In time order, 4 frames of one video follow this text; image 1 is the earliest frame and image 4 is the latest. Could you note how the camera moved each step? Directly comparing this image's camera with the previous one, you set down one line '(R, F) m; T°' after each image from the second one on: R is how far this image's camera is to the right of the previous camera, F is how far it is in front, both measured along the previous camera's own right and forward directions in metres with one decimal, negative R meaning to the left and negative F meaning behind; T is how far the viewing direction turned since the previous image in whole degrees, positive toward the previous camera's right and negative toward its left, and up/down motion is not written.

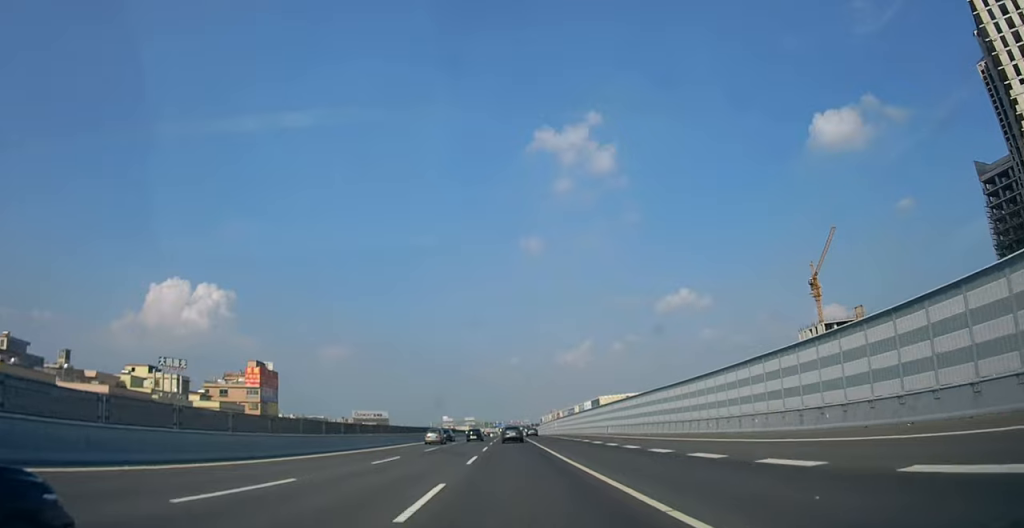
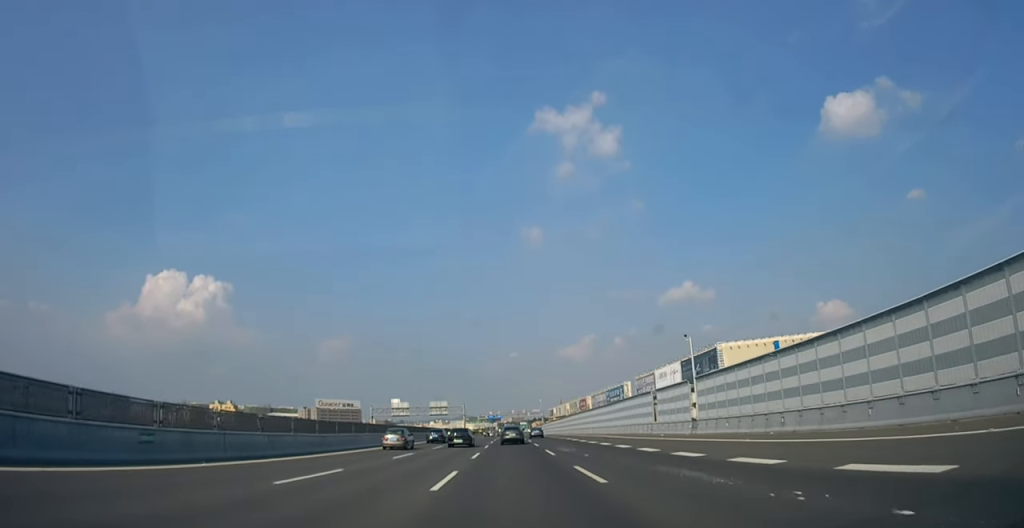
(0.0, +141.8) m; 0°
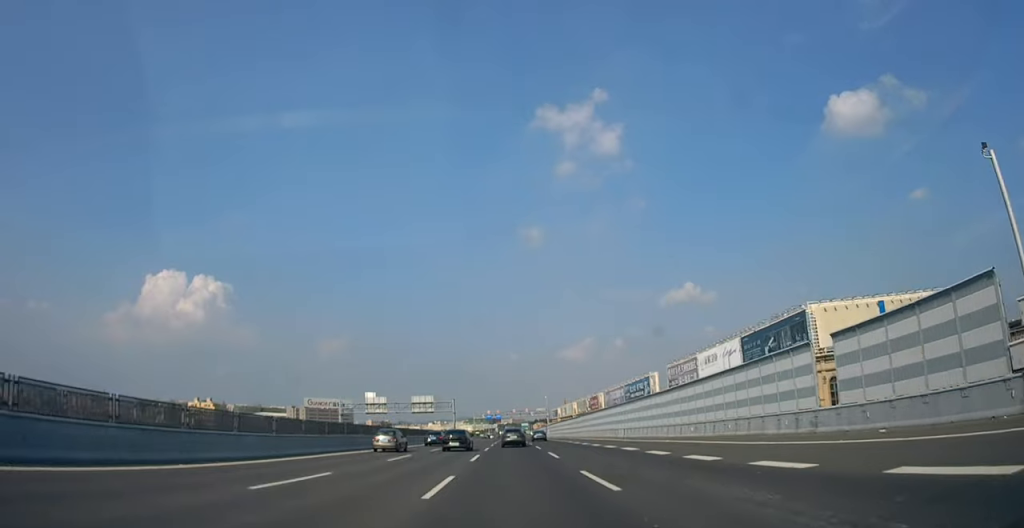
(+0.1, +34.5) m; 0°
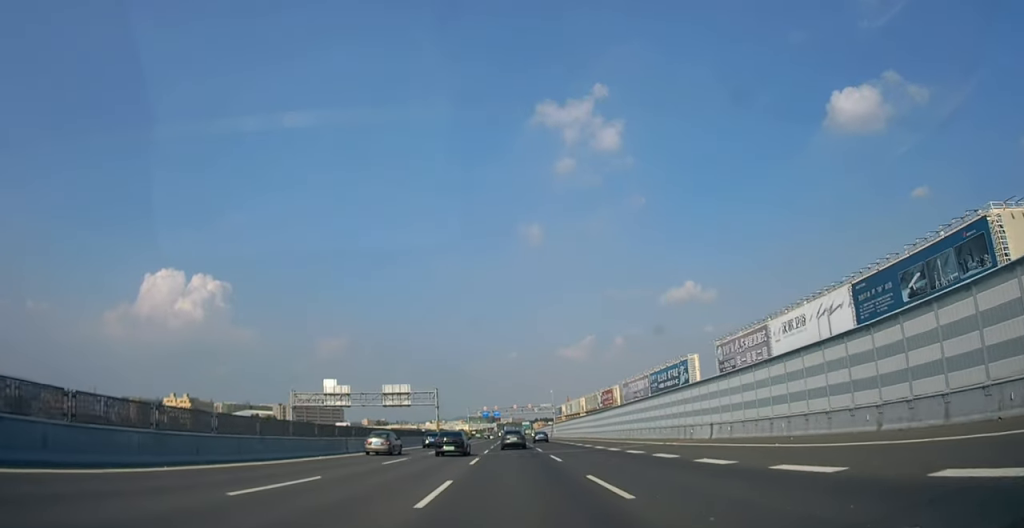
(-0.3, +30.9) m; -1°
